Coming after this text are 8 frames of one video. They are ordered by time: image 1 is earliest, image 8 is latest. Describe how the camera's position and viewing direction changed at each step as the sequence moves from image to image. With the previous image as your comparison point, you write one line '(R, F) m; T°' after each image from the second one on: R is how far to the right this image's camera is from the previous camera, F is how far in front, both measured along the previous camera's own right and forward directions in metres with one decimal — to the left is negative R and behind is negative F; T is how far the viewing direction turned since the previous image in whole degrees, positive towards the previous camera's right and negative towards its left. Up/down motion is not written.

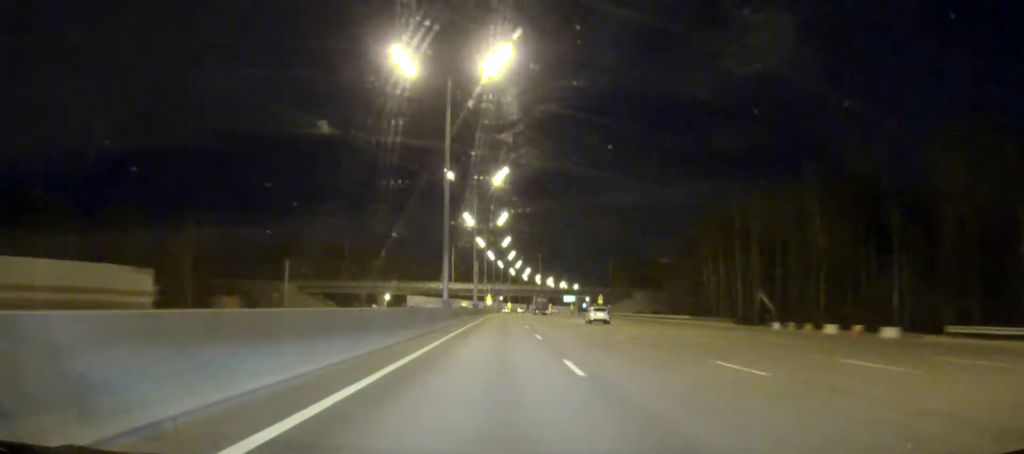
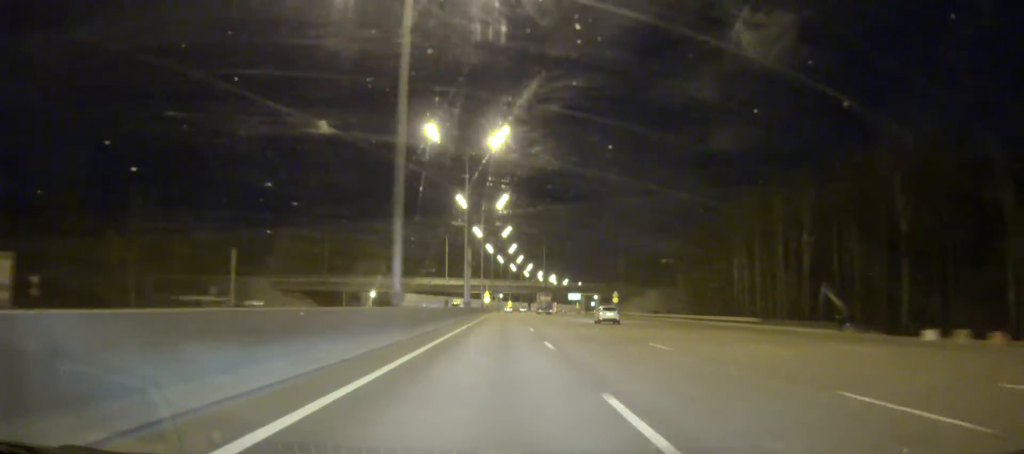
(0.0, +23.3) m; 0°
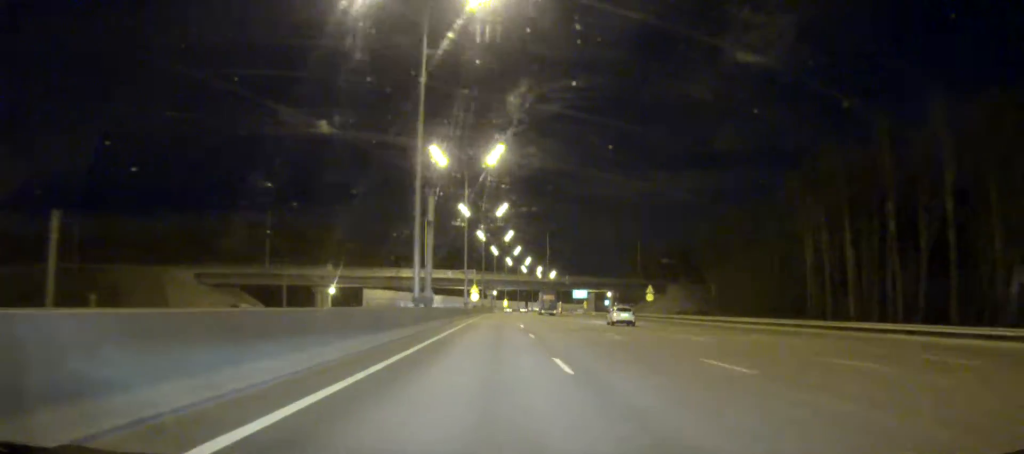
(0.0, +39.9) m; 0°
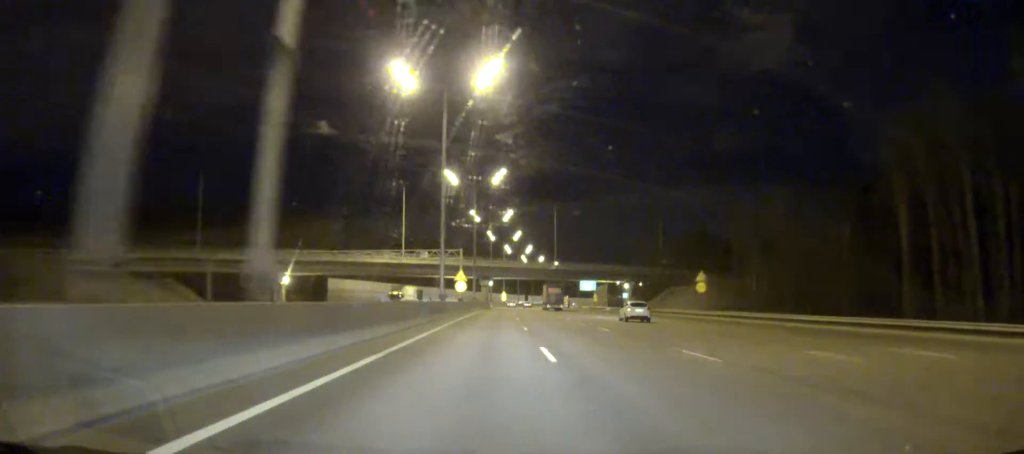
(0.0, +30.4) m; 0°
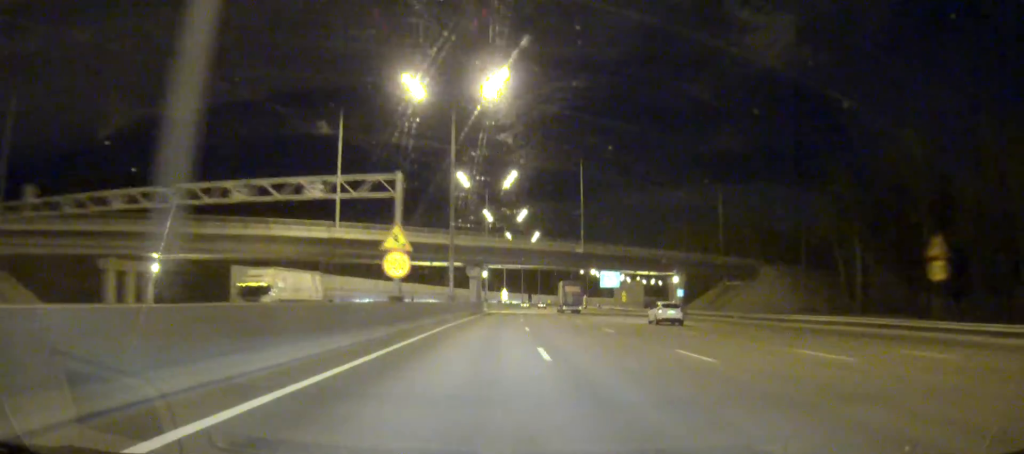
(0.0, +48.0) m; 0°
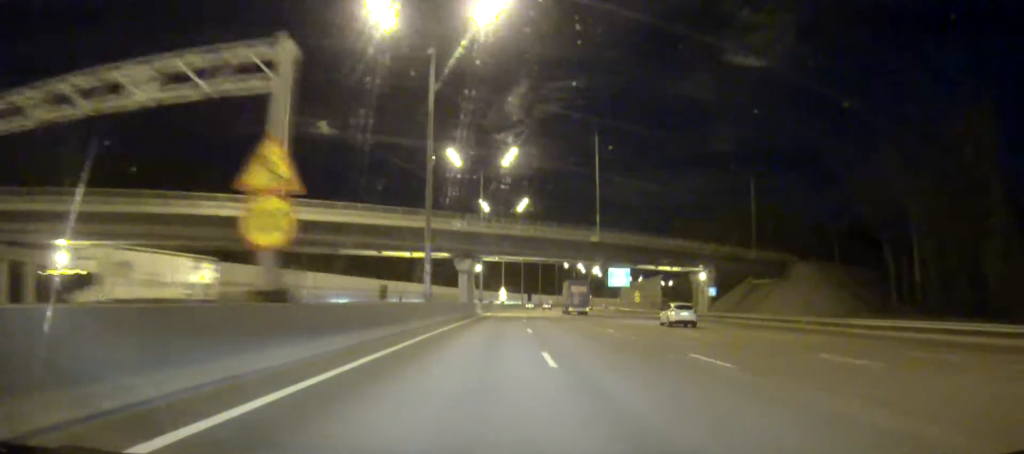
(0.0, +17.5) m; 0°
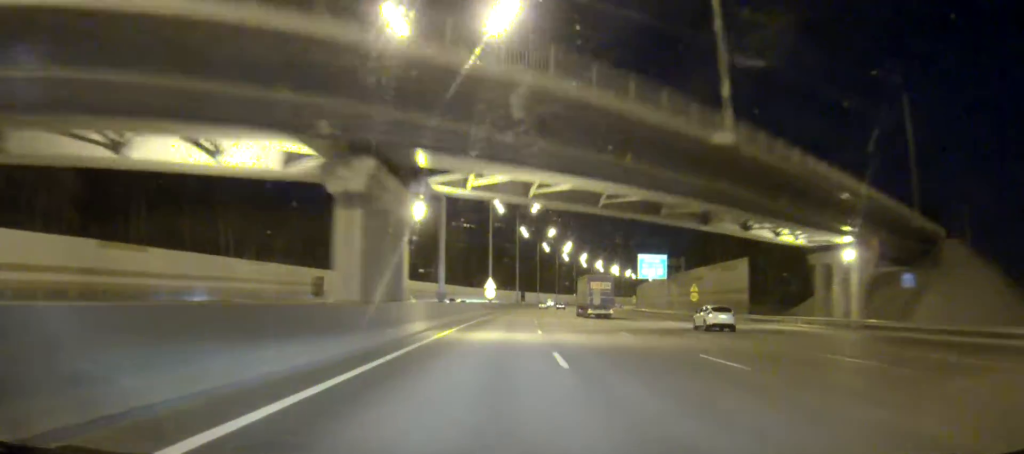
(+0.2, +48.0) m; +1°
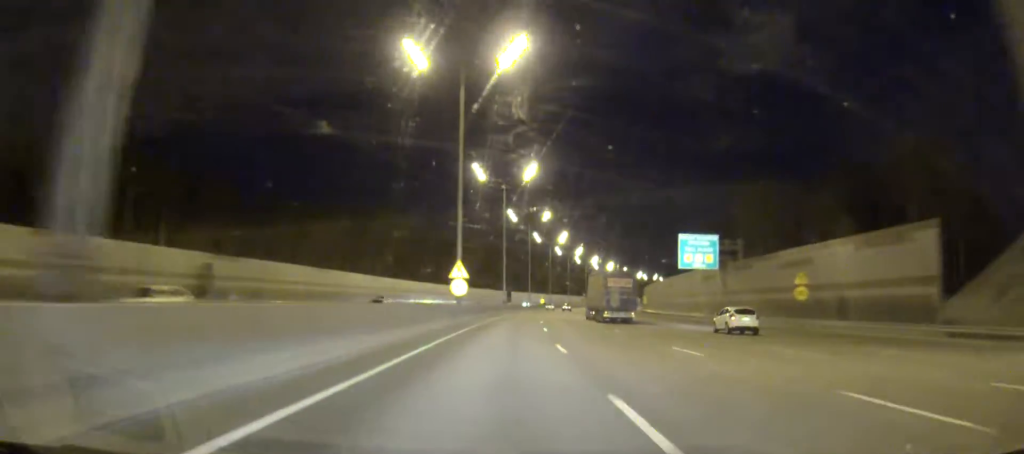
(+0.2, +38.2) m; +1°
